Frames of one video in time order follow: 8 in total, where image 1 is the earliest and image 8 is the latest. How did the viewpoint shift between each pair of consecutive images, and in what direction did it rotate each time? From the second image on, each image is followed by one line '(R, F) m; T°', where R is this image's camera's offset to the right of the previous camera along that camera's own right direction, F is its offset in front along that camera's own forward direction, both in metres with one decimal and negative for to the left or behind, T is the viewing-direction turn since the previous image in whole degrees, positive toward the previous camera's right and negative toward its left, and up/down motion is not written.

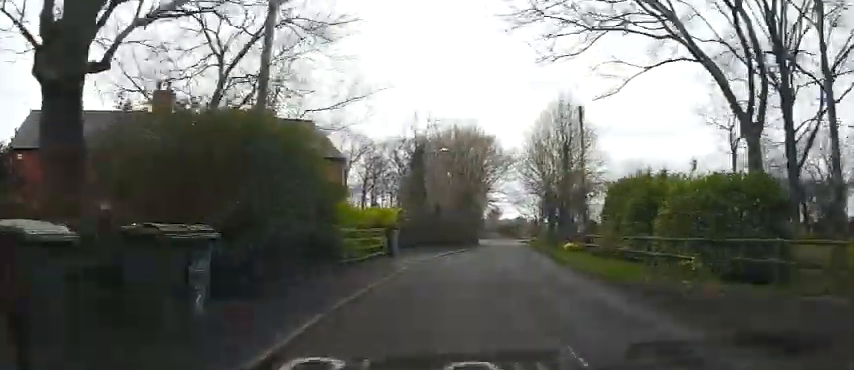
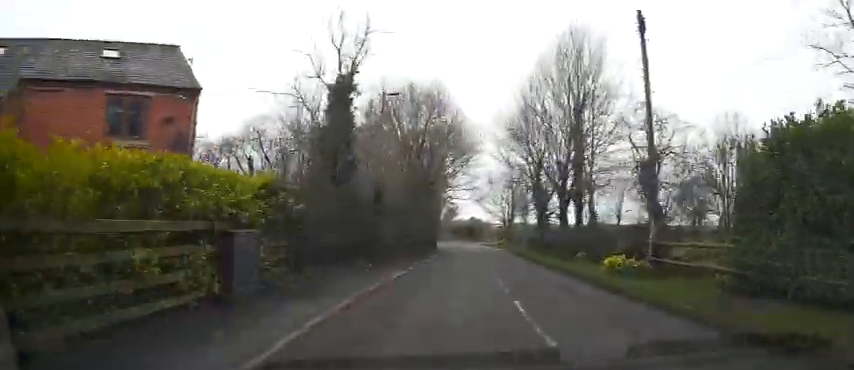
(+1.0, +13.0) m; +8°
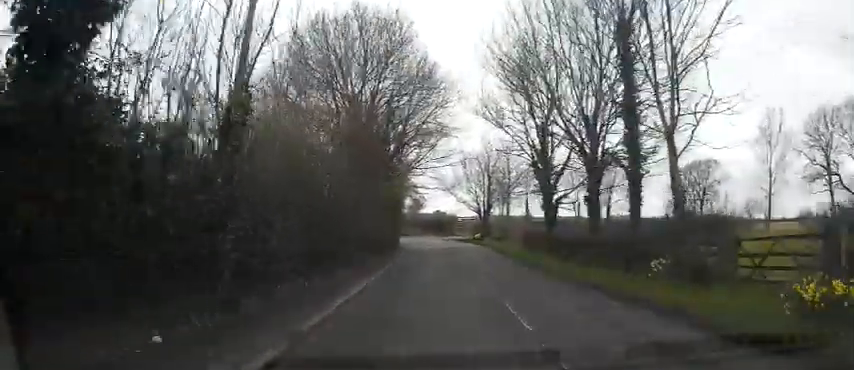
(+0.6, +10.8) m; +5°
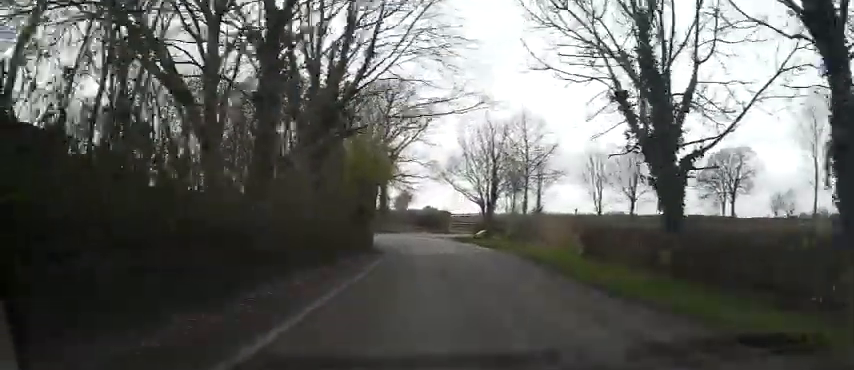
(+0.5, +13.2) m; +3°
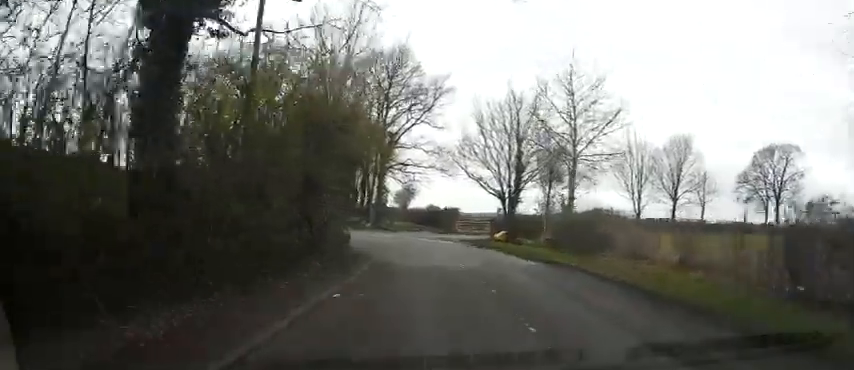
(+0.1, +10.8) m; 0°
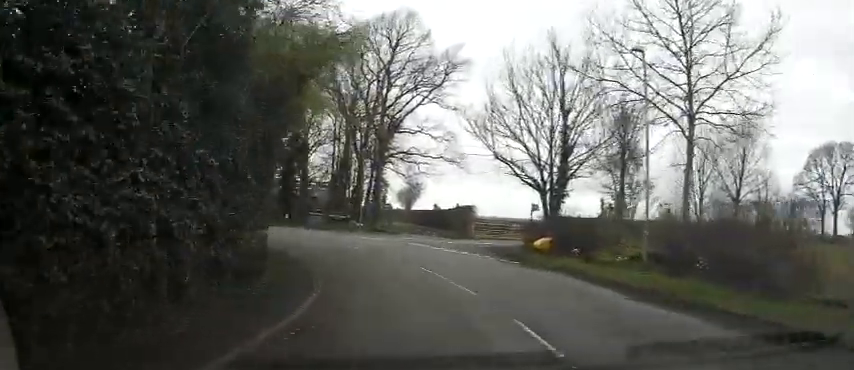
(-0.1, +11.5) m; -4°
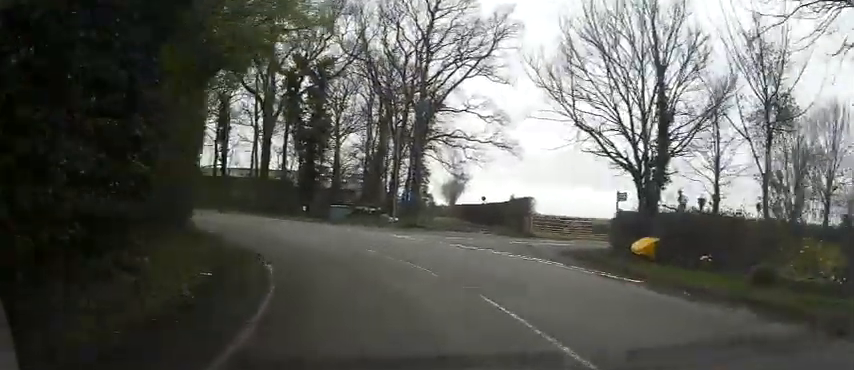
(-0.4, +7.4) m; -4°
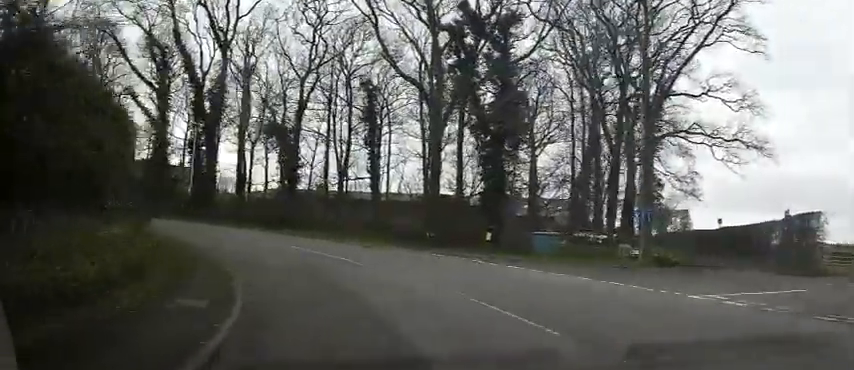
(-0.7, +13.2) m; -15°
